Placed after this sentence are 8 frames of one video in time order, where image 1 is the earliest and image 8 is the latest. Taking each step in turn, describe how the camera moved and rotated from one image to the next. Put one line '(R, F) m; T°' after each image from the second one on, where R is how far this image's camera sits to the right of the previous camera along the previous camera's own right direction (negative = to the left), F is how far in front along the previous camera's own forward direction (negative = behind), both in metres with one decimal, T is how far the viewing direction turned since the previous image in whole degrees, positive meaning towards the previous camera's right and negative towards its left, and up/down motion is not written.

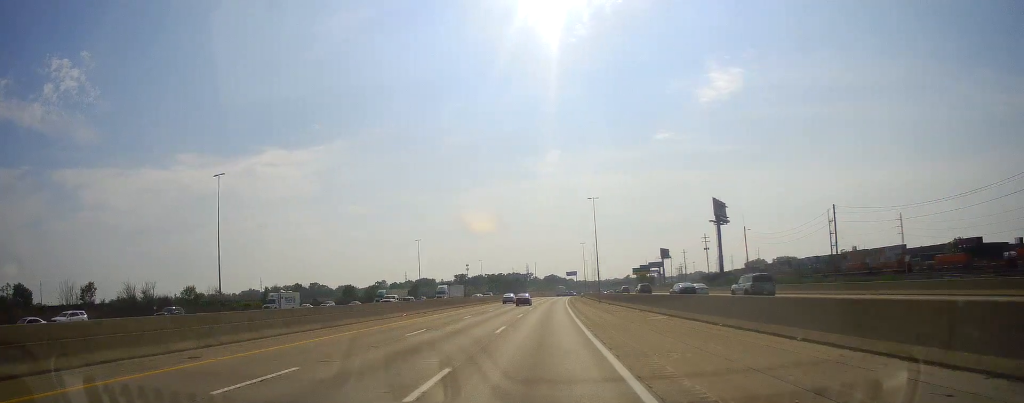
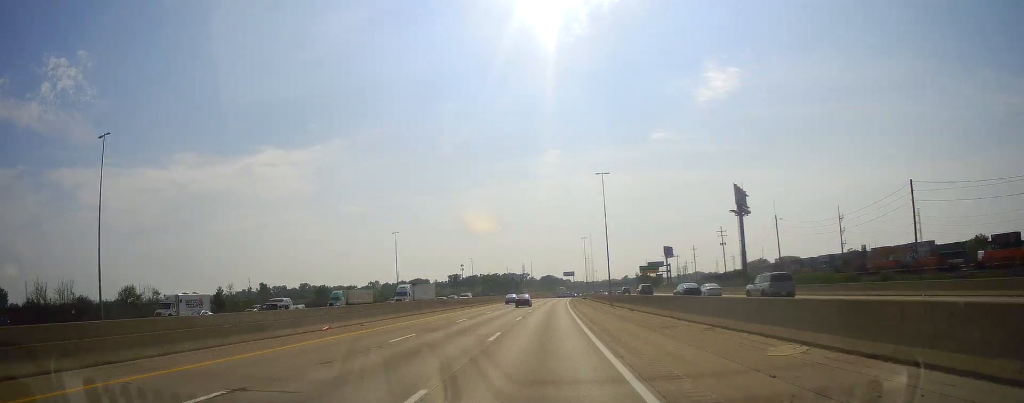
(0.0, +18.3) m; +1°
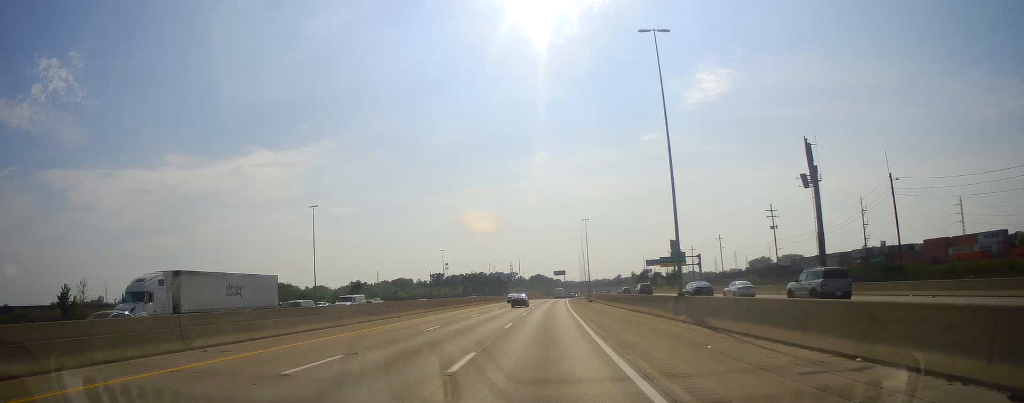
(+0.6, +39.1) m; 0°
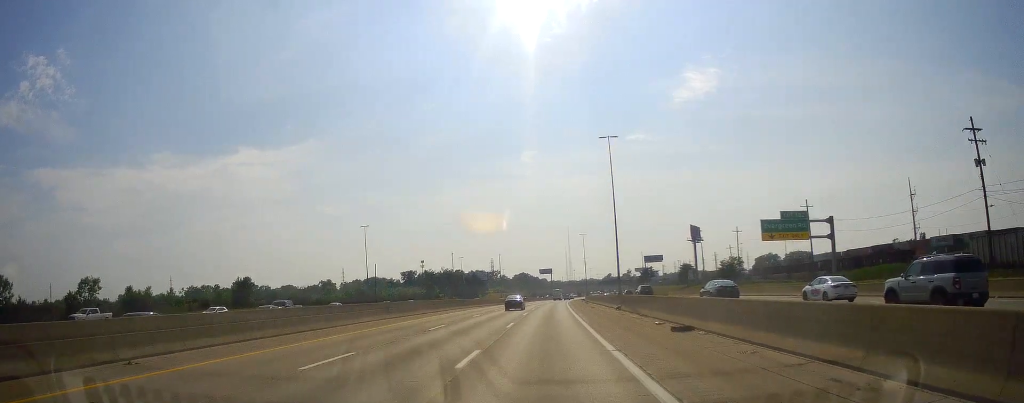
(-0.1, +59.7) m; +1°
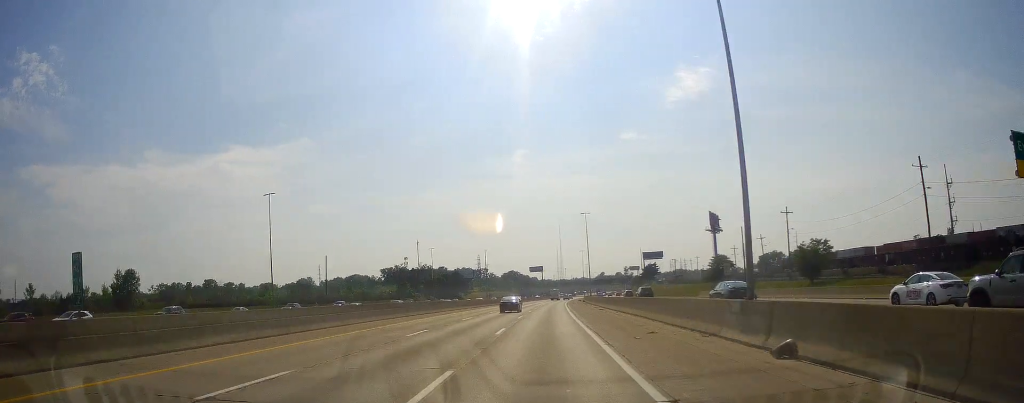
(+0.5, +34.5) m; +1°
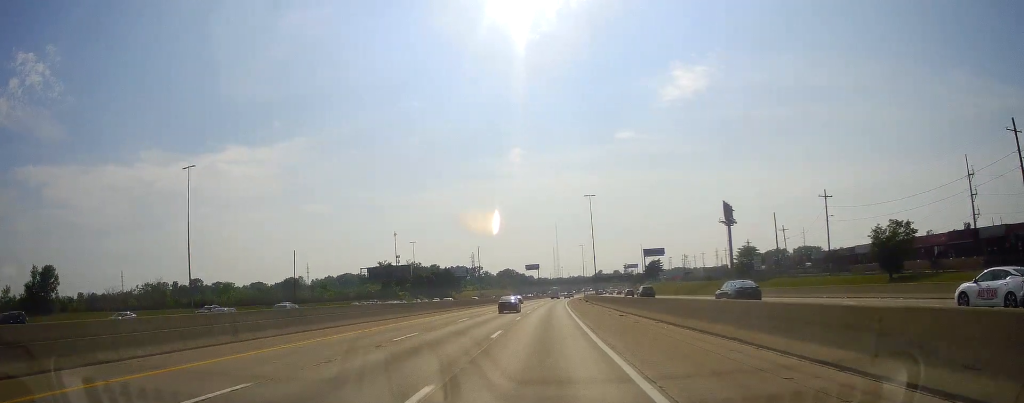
(+0.1, +17.2) m; 0°
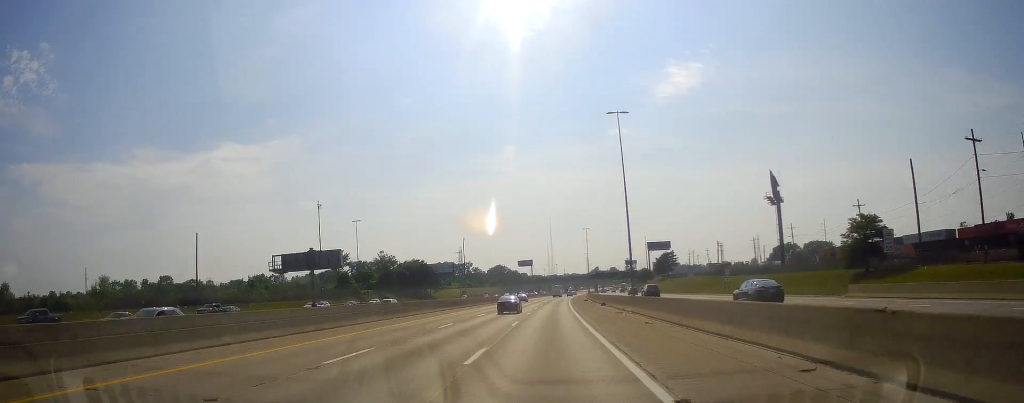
(0.0, +37.8) m; 0°
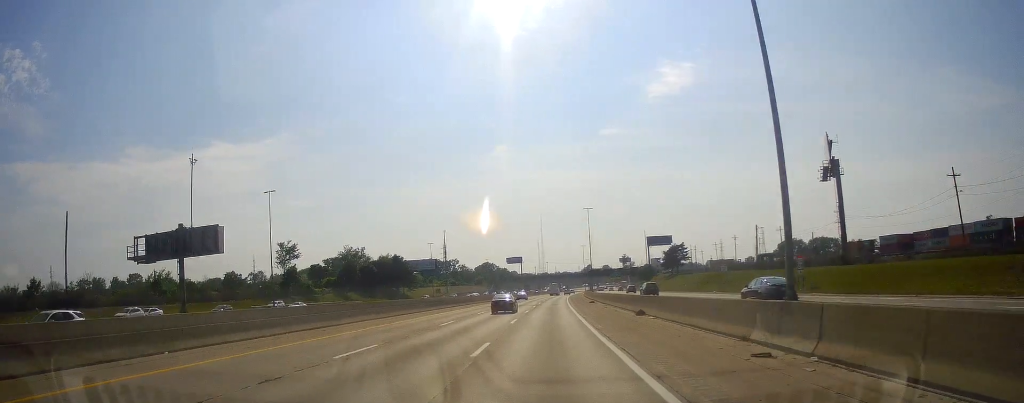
(+0.1, +29.7) m; +1°
